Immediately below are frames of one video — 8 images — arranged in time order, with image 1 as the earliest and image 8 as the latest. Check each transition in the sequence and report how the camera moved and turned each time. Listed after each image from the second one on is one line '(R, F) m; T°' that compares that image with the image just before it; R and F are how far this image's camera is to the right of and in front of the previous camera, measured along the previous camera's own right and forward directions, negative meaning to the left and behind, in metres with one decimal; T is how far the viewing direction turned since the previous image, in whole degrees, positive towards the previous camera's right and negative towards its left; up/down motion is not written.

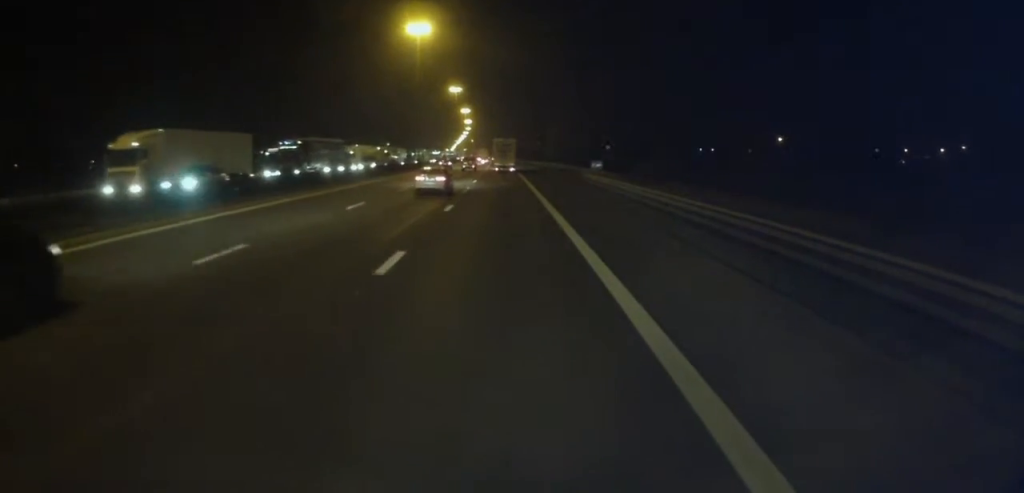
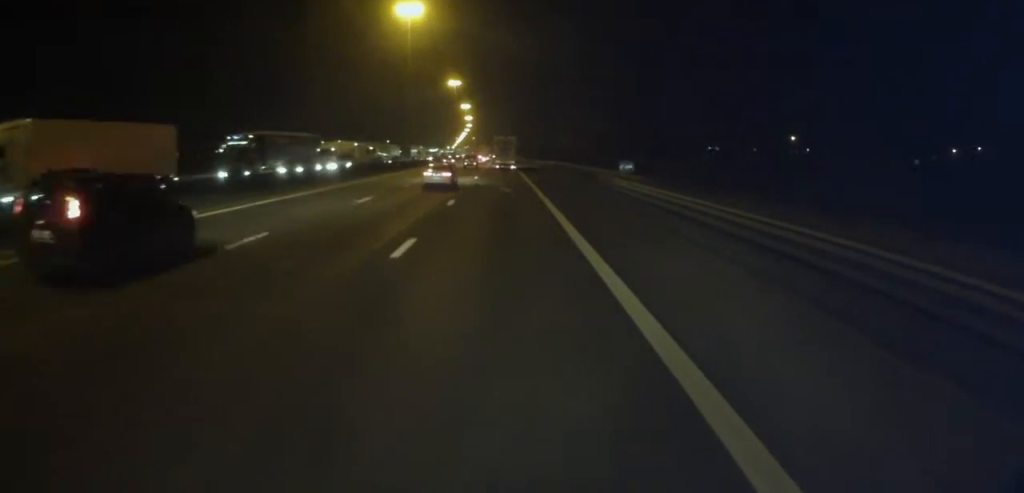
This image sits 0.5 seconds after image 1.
(0.0, +10.9) m; 0°
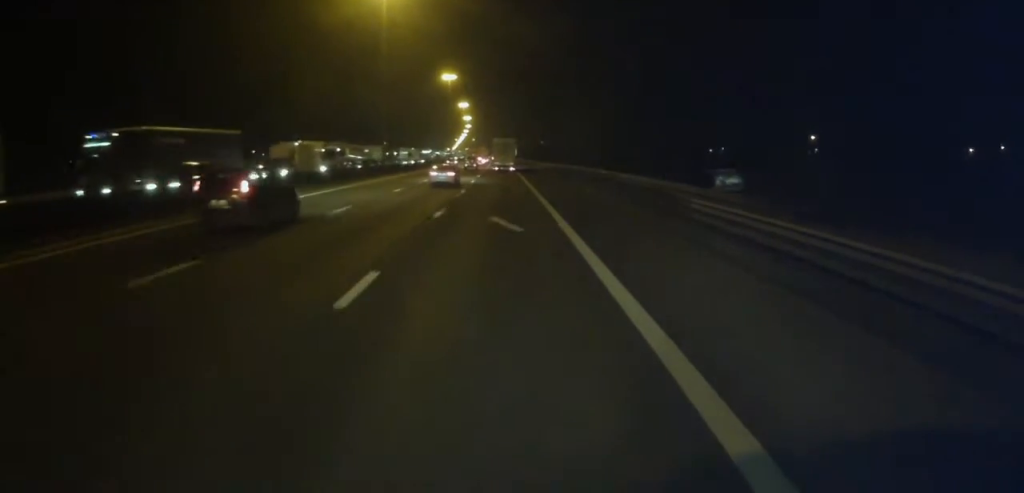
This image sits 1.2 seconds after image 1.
(-0.3, +16.4) m; 0°
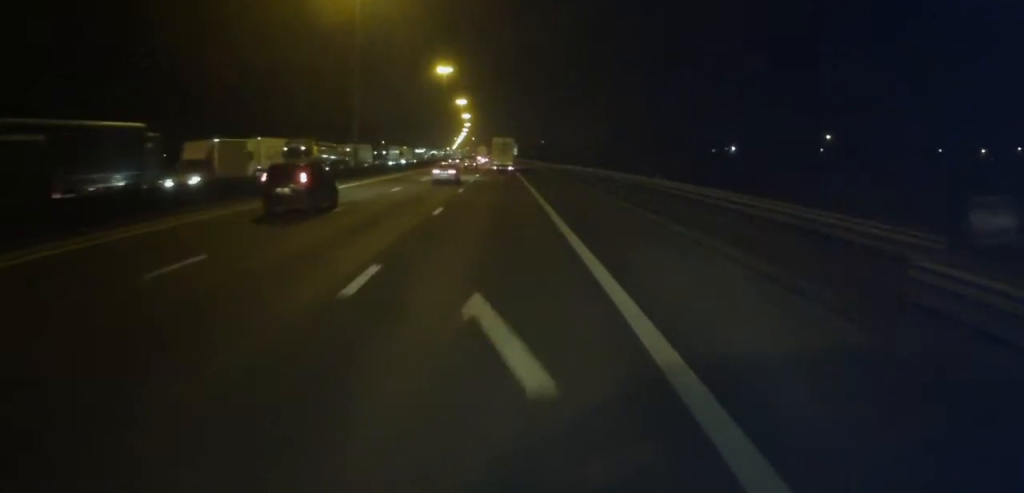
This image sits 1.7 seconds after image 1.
(+0.1, +11.7) m; 0°
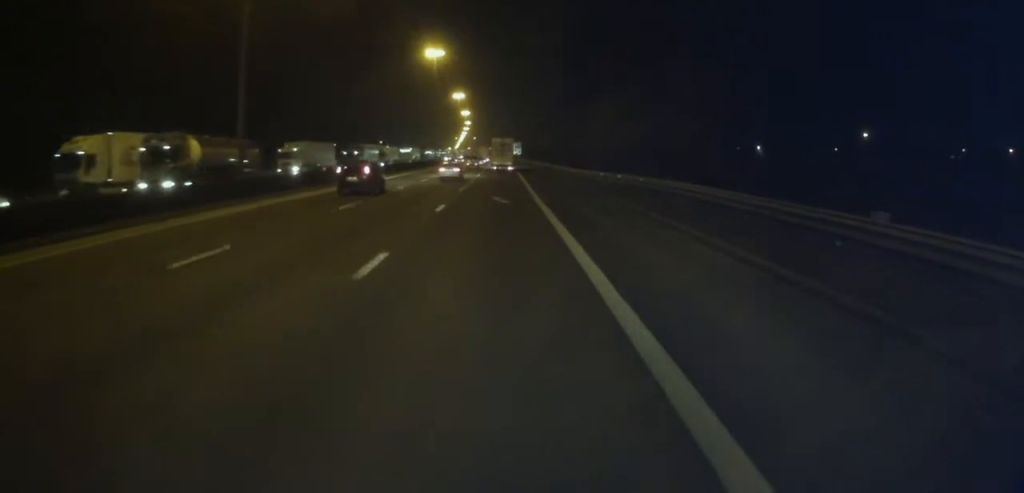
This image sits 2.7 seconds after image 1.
(+0.1, +23.4) m; 0°
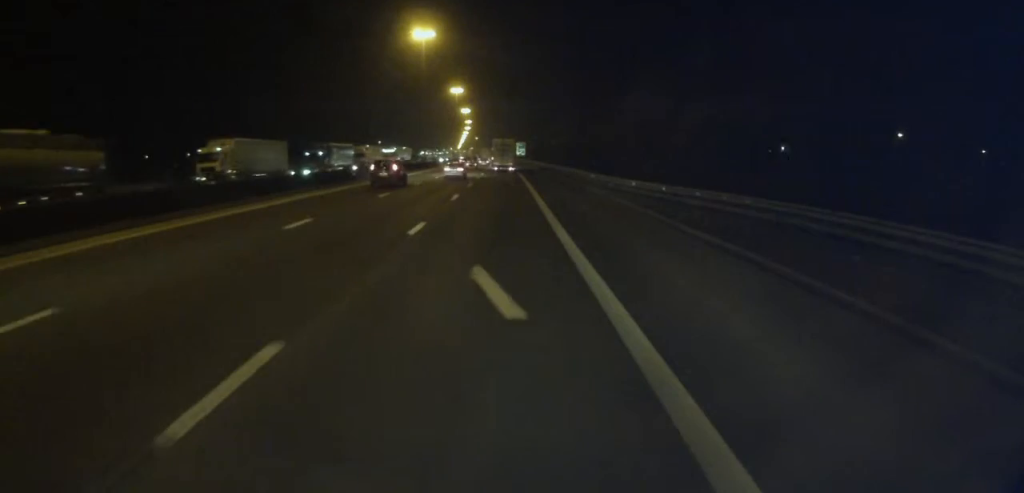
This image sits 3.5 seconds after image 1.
(-0.2, +18.8) m; -1°
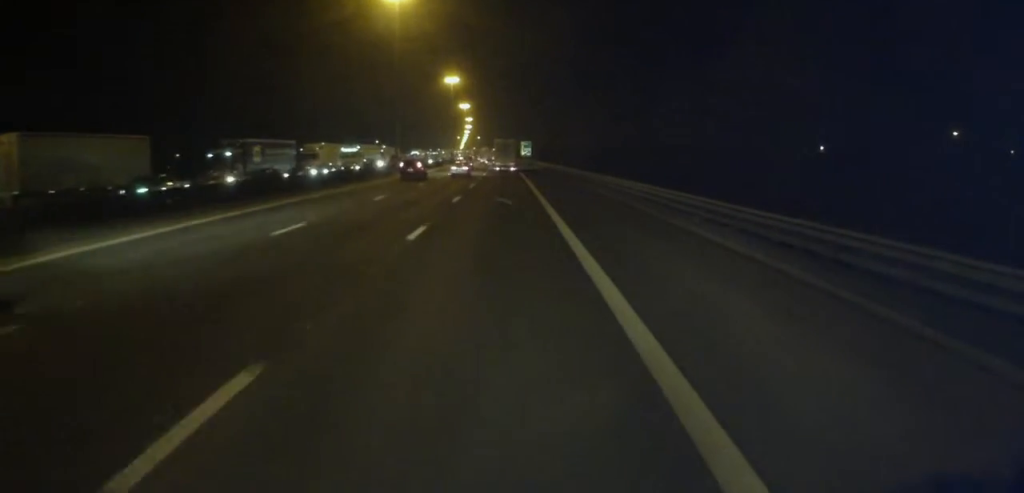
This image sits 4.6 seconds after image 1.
(0.0, +25.9) m; 0°
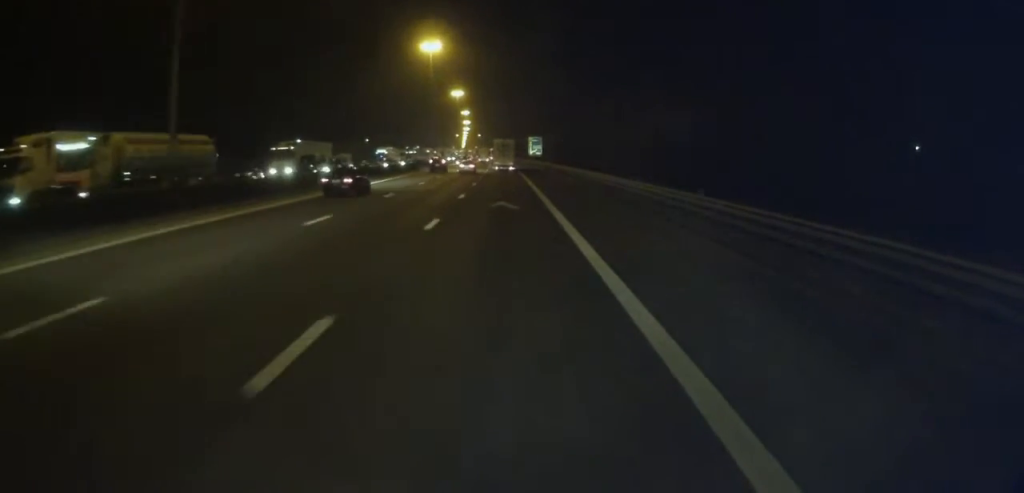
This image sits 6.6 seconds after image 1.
(+0.5, +47.8) m; -1°
